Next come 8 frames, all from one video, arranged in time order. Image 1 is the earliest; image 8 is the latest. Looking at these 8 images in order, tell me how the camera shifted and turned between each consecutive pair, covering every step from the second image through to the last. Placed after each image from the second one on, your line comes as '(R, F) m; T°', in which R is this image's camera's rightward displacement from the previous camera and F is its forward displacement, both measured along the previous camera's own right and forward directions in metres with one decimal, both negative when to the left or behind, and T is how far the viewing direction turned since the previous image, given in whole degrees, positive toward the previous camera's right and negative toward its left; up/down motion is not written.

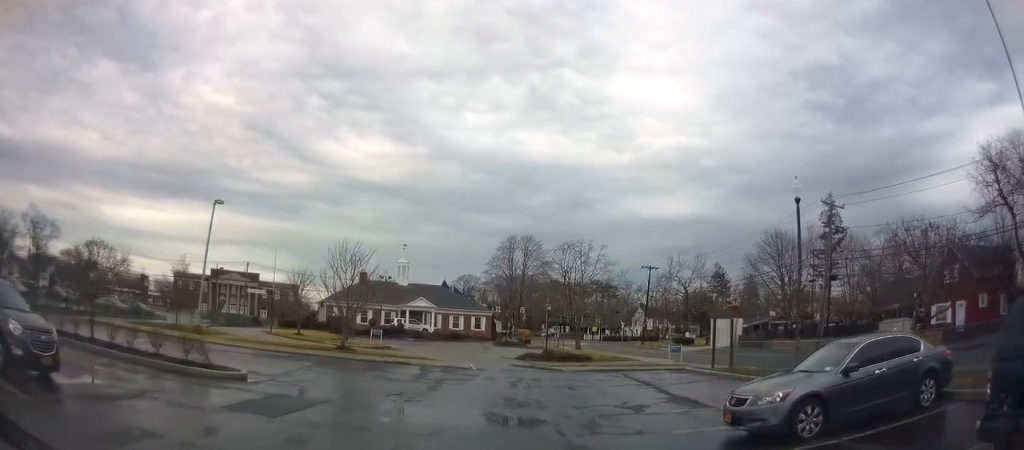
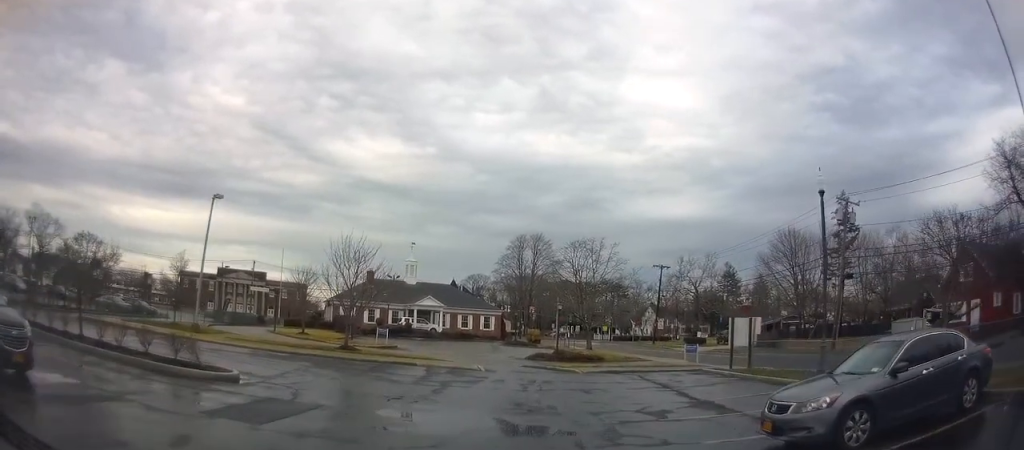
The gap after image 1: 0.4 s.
(0.0, +1.1) m; -4°
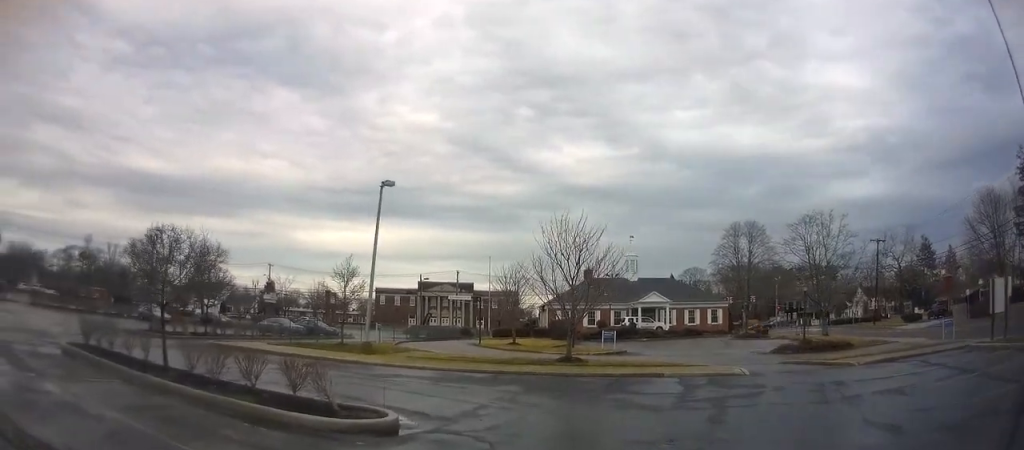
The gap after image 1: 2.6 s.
(-1.7, +5.5) m; -36°
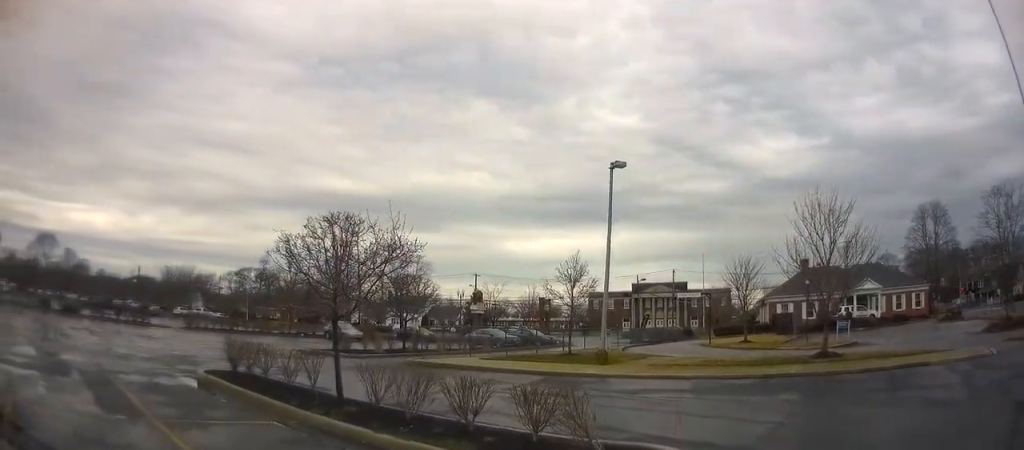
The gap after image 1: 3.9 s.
(-0.4, +3.4) m; -12°
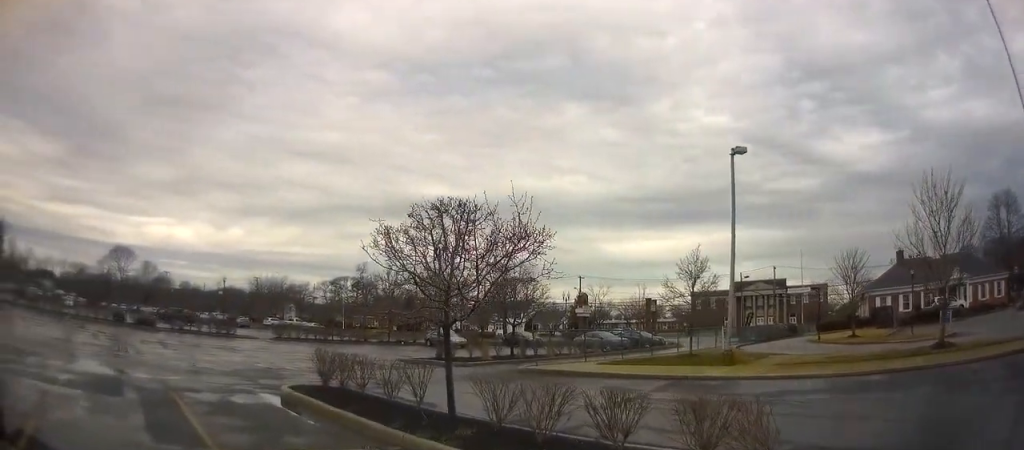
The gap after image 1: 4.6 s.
(-0.1, +1.7) m; -5°
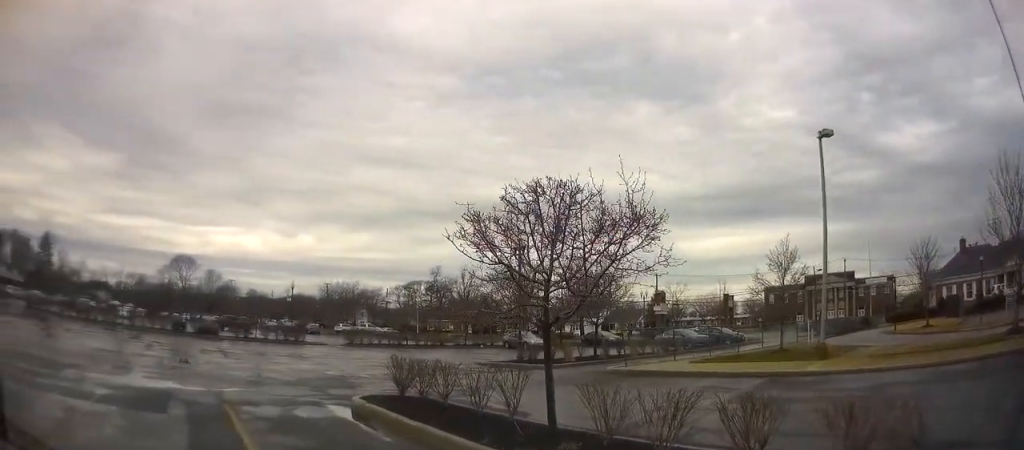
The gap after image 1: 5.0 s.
(0.0, +1.2) m; -4°
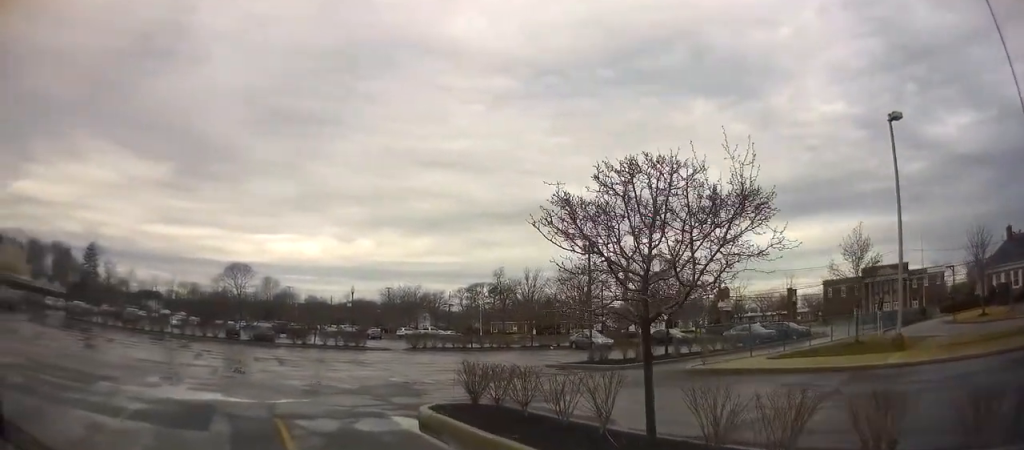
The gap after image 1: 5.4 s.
(-0.1, +1.0) m; -5°
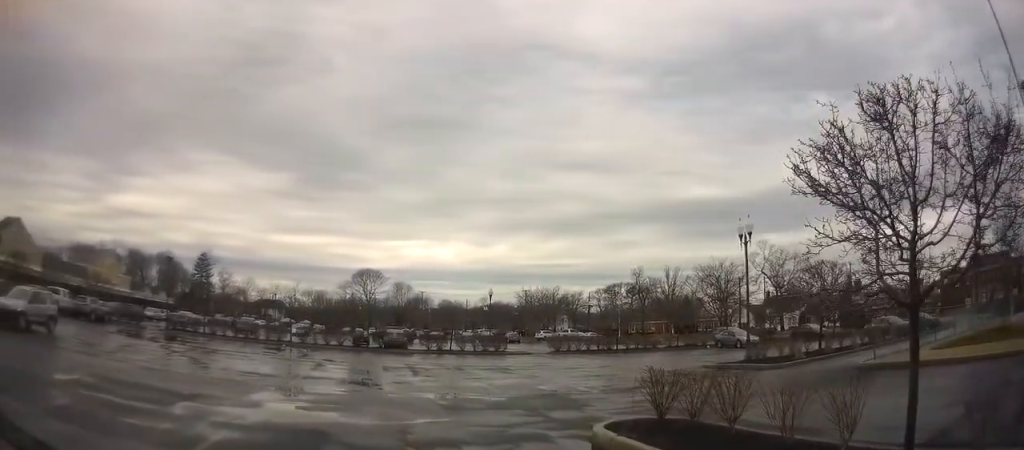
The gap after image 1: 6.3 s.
(-0.2, +2.1) m; -13°
